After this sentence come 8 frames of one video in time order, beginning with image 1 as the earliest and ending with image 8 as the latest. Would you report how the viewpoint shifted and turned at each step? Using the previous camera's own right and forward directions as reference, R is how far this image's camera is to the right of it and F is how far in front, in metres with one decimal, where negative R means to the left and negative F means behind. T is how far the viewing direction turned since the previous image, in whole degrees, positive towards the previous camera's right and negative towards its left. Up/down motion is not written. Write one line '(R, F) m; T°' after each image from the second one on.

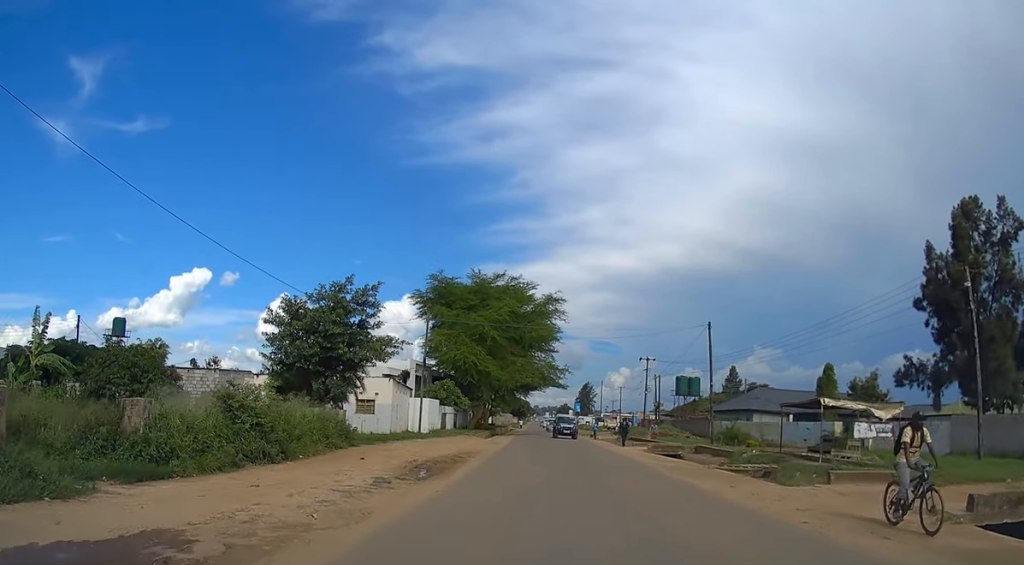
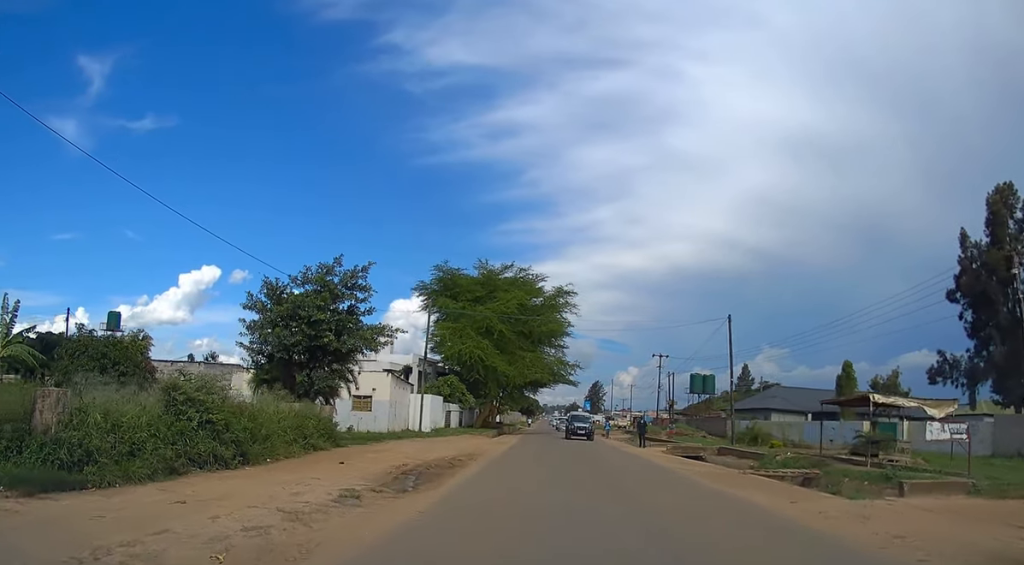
(0.0, +3.1) m; -1°
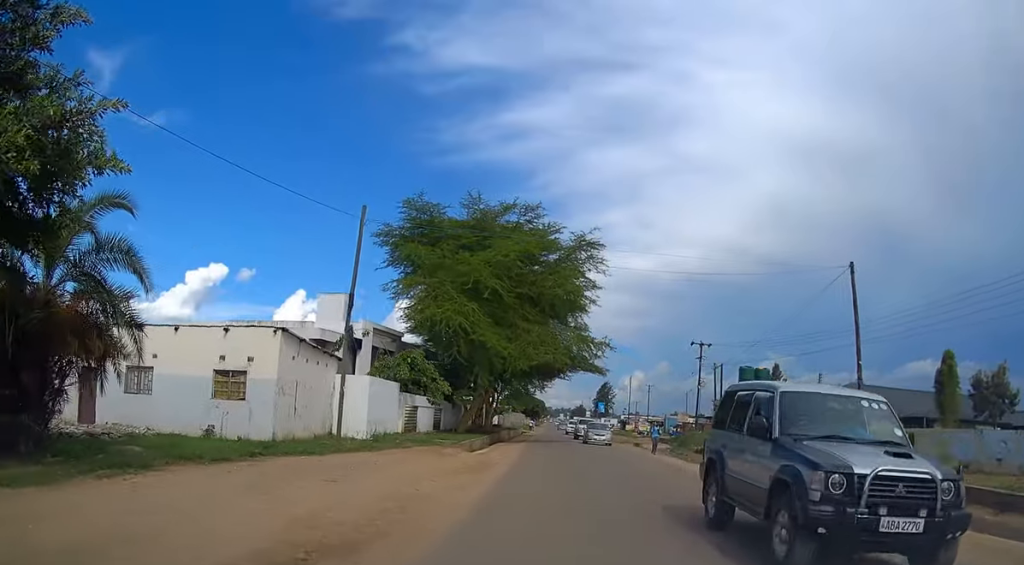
(-0.4, +18.9) m; -1°
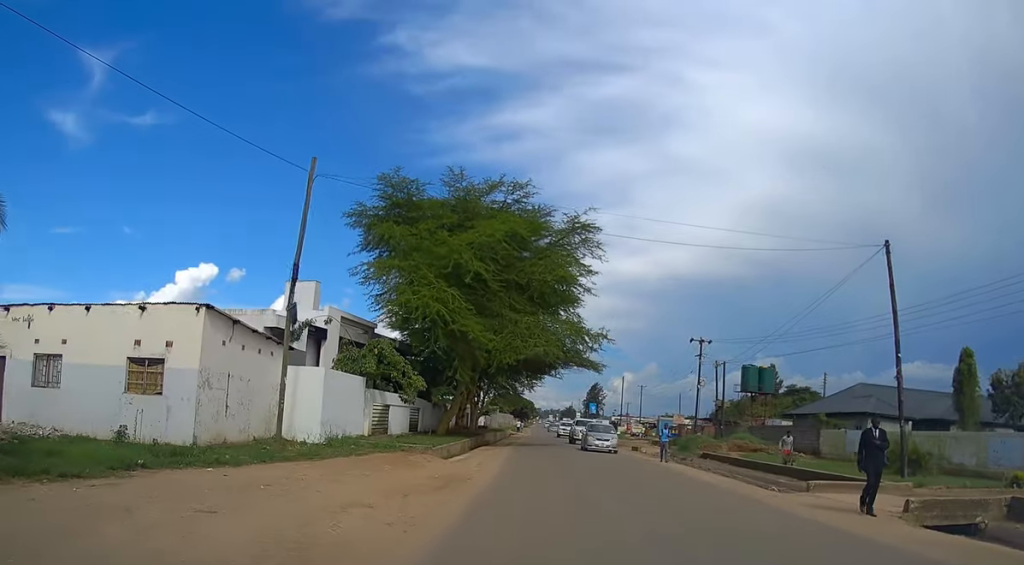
(+0.1, +4.5) m; +1°
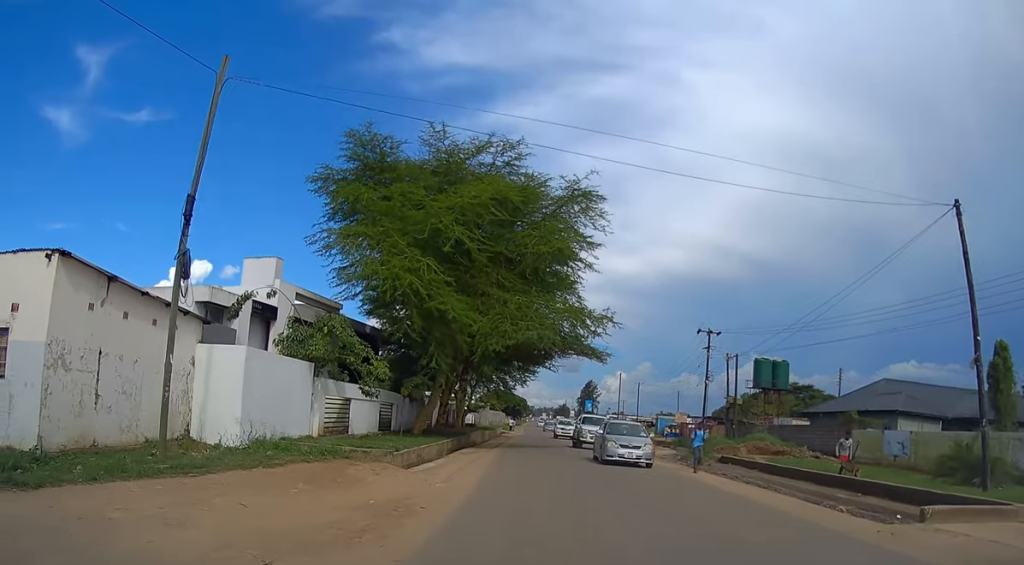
(+0.1, +5.8) m; 0°
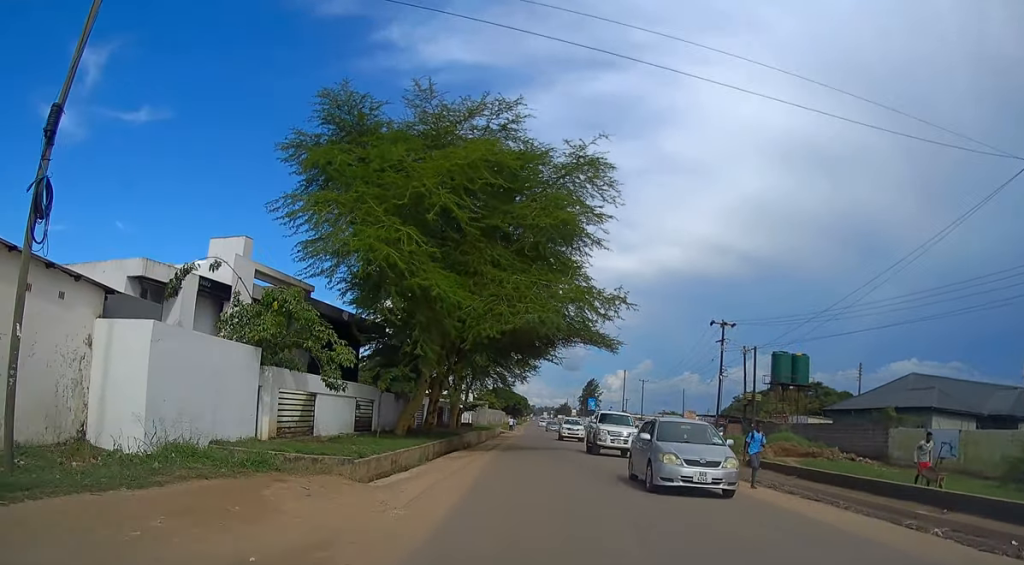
(+0.1, +4.4) m; 0°
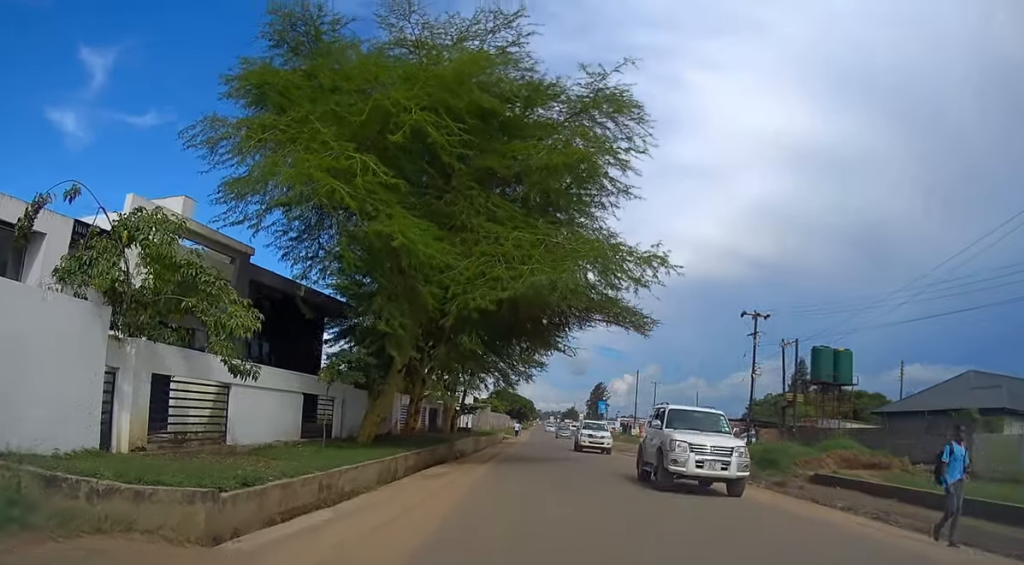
(-0.1, +7.0) m; 0°
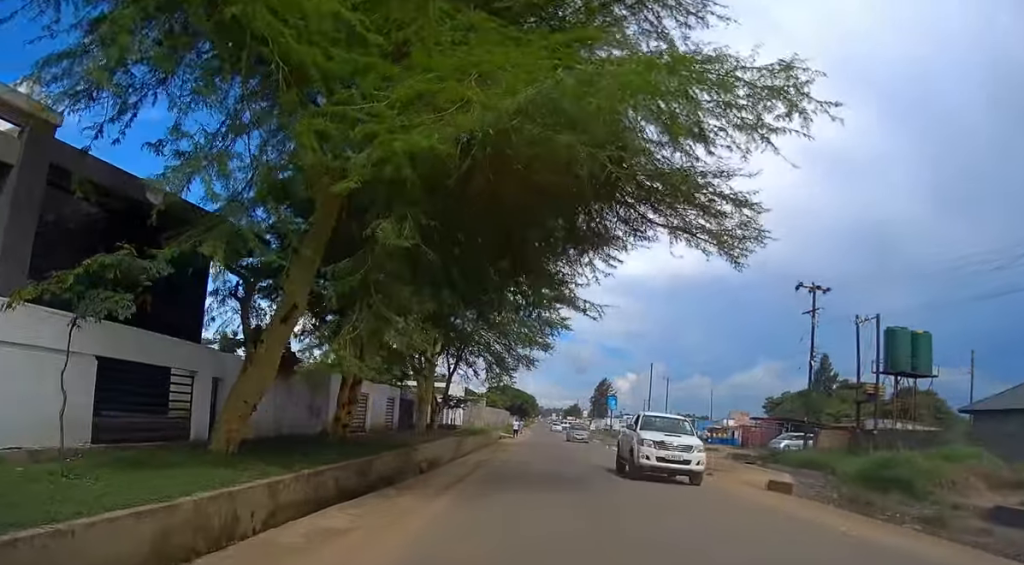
(+0.1, +10.3) m; +1°
